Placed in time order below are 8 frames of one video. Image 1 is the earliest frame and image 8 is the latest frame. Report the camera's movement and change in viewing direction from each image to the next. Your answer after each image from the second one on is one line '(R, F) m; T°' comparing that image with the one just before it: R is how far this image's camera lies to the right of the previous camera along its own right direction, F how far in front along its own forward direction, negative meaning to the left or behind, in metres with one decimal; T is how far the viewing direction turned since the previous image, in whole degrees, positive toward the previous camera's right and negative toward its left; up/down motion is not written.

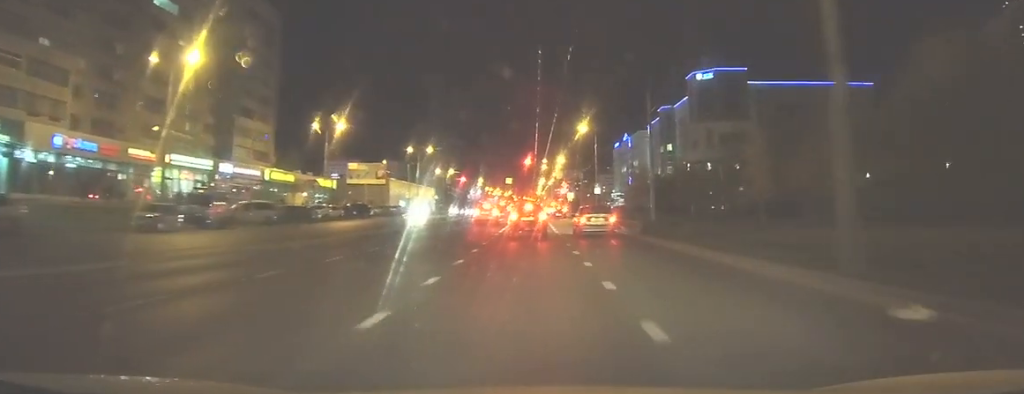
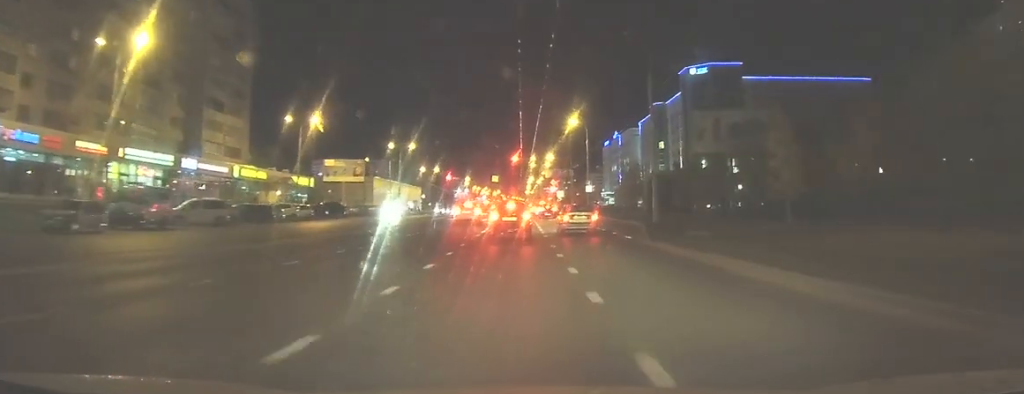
(0.0, +5.6) m; 0°
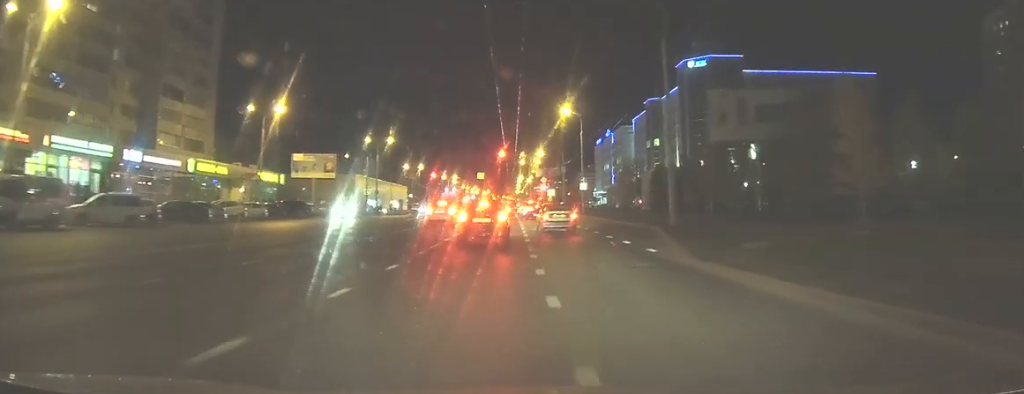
(+0.1, +8.3) m; +1°
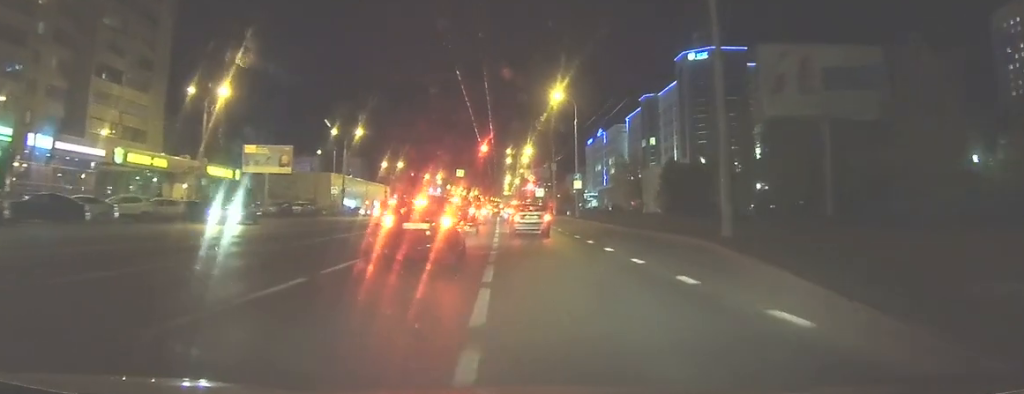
(+0.1, +11.4) m; 0°
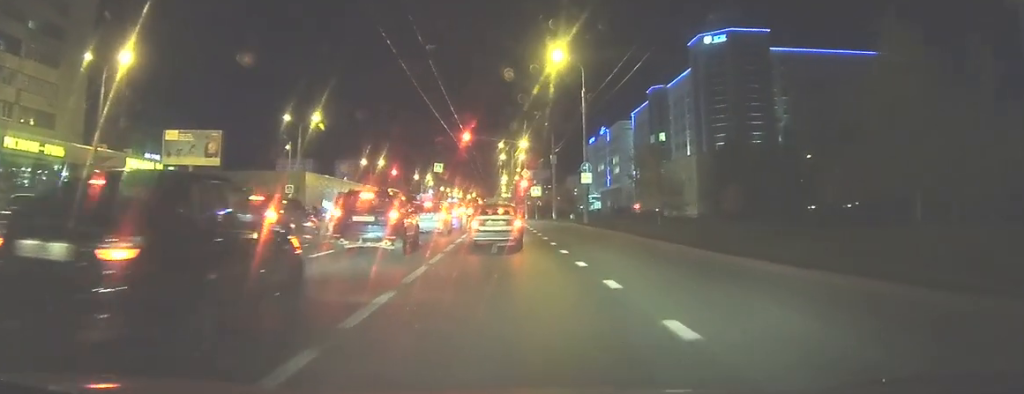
(-0.1, +16.2) m; 0°
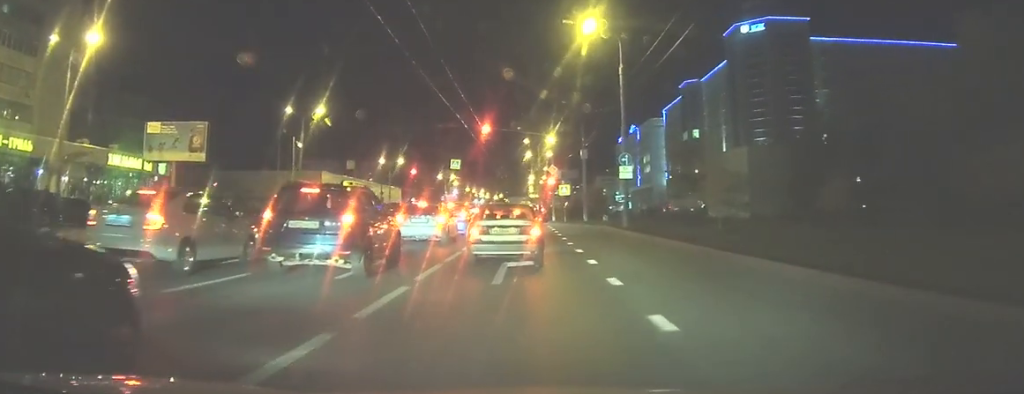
(0.0, +8.5) m; 0°
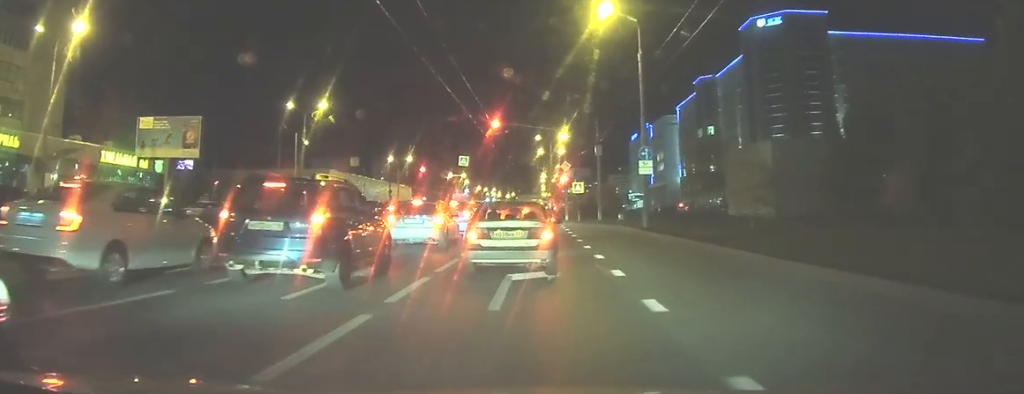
(0.0, +3.4) m; +1°
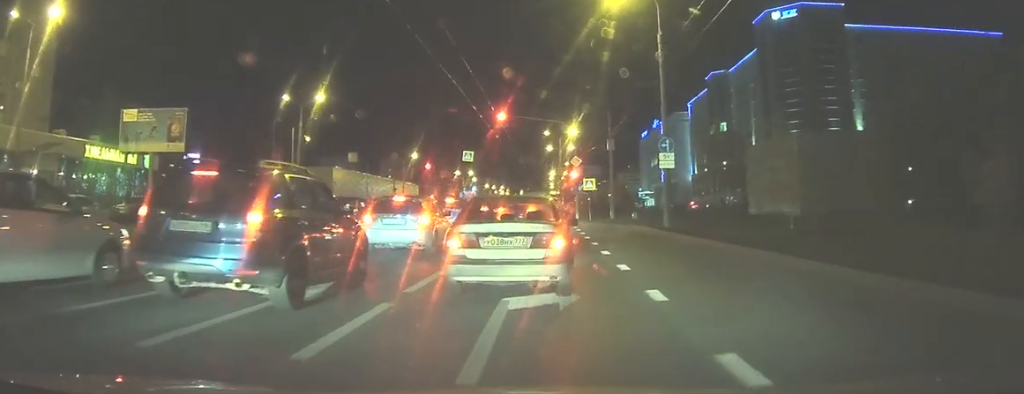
(-0.1, +4.4) m; +4°
